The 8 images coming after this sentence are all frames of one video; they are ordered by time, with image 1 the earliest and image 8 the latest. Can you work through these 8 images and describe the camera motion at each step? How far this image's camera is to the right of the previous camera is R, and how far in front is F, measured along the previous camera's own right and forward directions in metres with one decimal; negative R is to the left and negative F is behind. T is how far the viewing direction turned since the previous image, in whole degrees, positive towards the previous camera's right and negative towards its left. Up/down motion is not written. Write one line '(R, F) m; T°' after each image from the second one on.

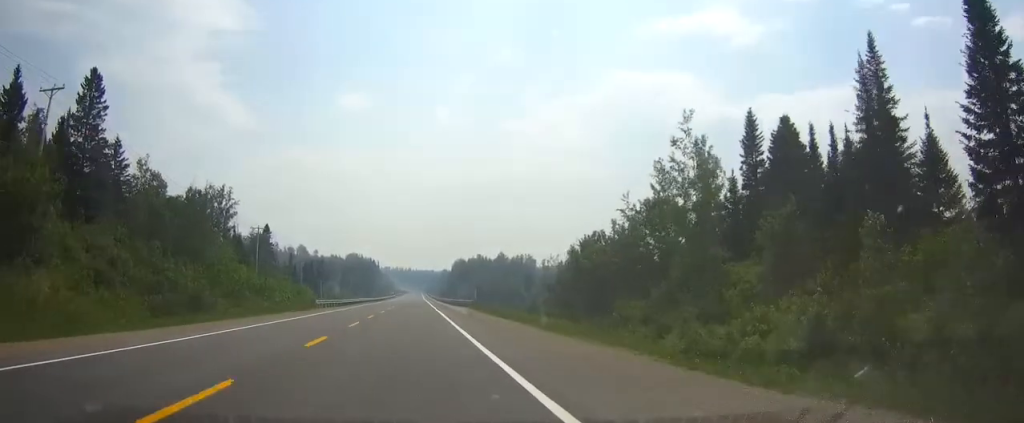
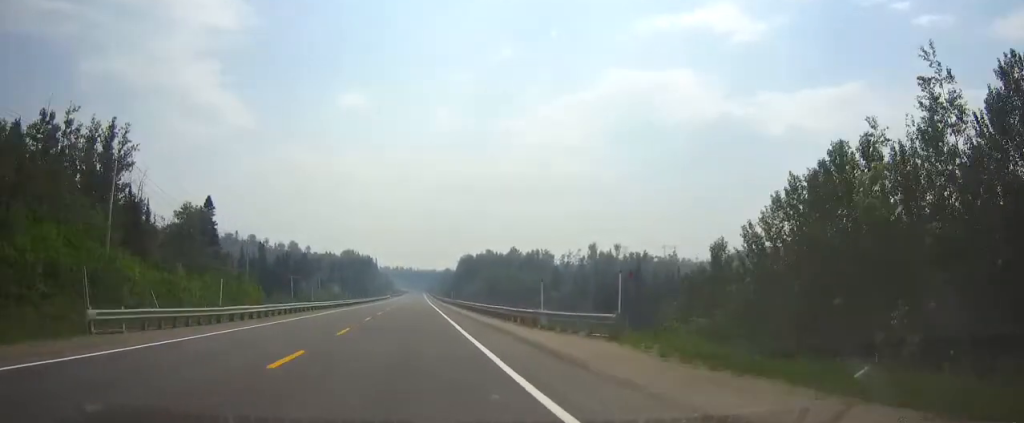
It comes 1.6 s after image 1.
(-0.1, +49.3) m; 0°
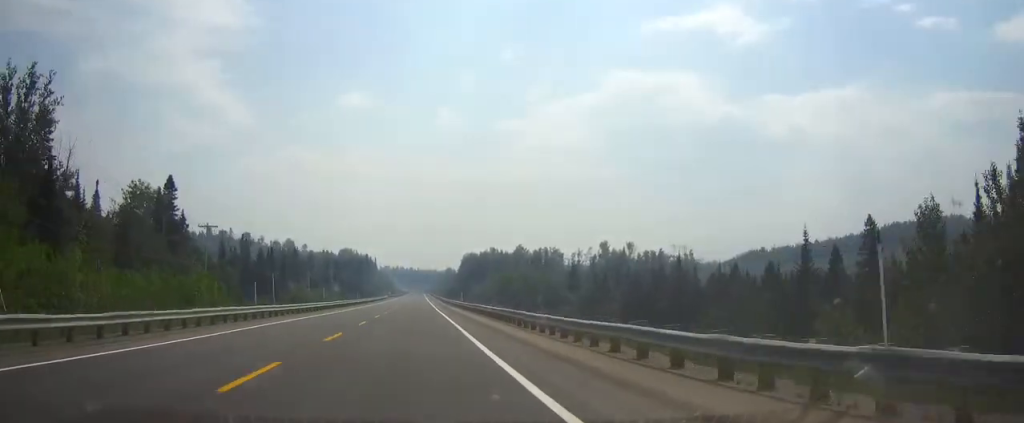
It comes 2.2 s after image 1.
(0.0, +20.8) m; 0°
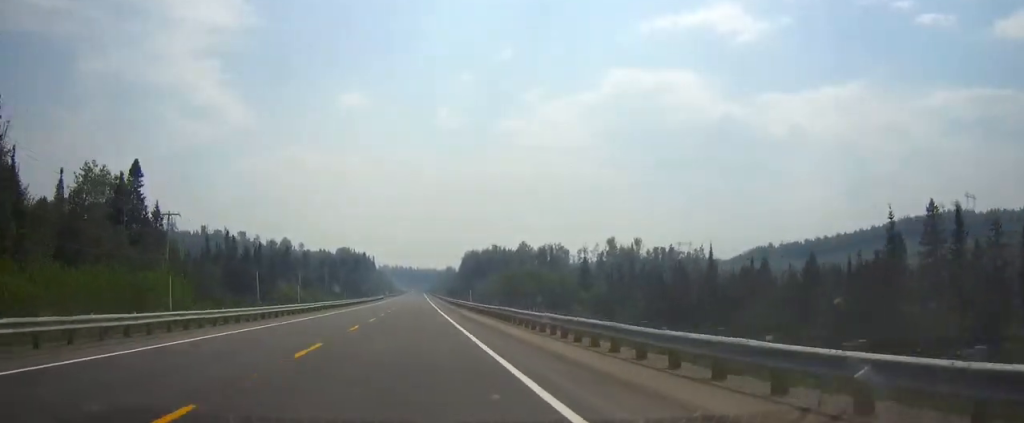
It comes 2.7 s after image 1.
(0.0, +13.5) m; 0°
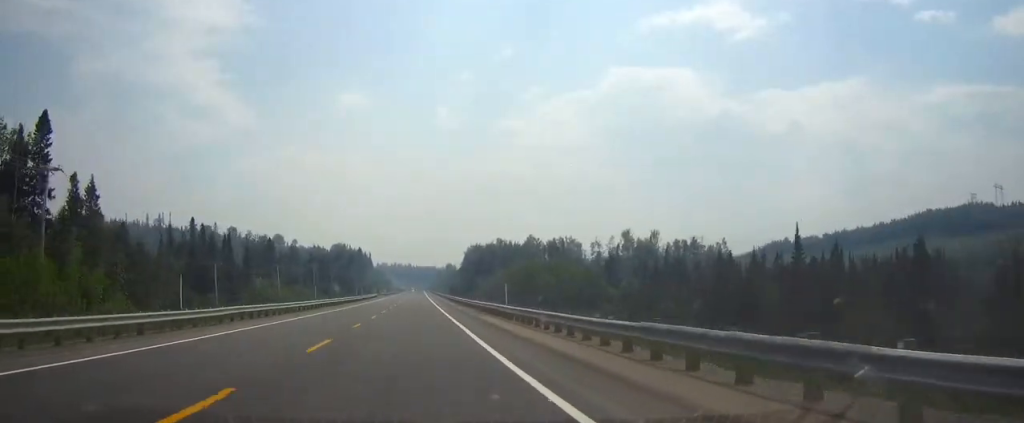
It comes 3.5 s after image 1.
(+0.1, +25.8) m; 0°
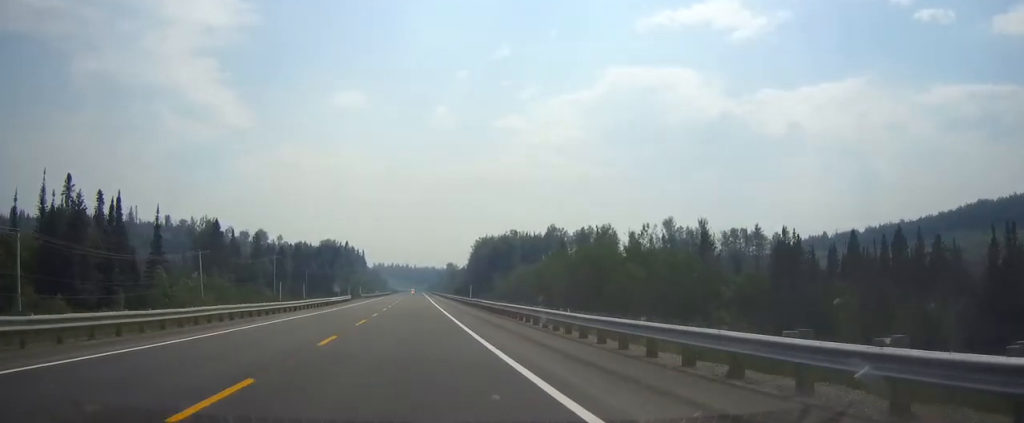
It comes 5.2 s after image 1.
(+0.1, +53.4) m; 0°
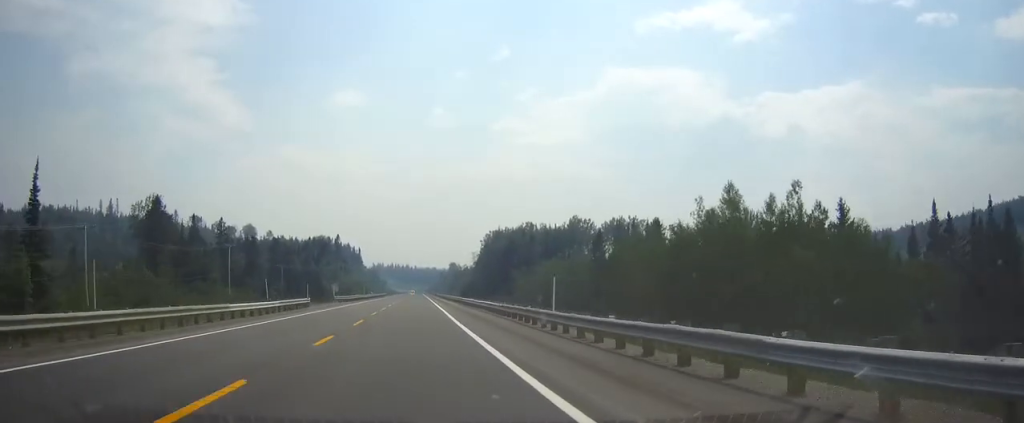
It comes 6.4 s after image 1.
(0.0, +36.6) m; 0°
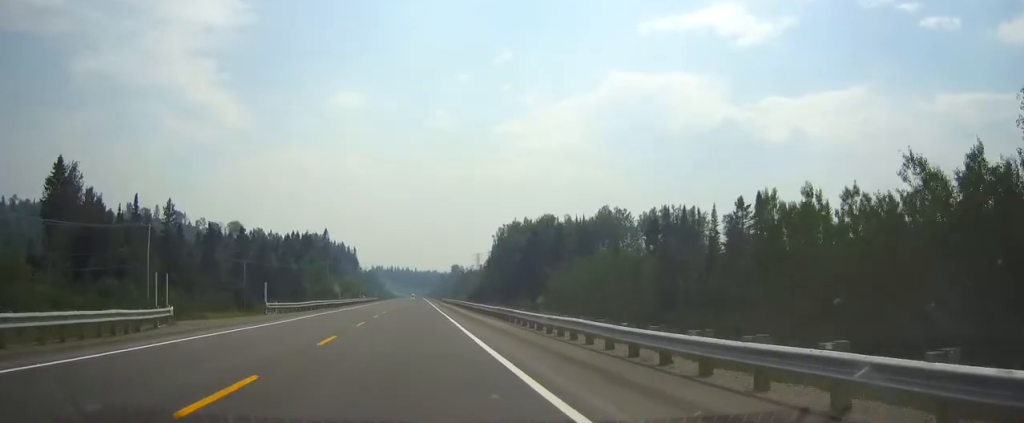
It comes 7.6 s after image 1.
(+0.1, +35.9) m; 0°
